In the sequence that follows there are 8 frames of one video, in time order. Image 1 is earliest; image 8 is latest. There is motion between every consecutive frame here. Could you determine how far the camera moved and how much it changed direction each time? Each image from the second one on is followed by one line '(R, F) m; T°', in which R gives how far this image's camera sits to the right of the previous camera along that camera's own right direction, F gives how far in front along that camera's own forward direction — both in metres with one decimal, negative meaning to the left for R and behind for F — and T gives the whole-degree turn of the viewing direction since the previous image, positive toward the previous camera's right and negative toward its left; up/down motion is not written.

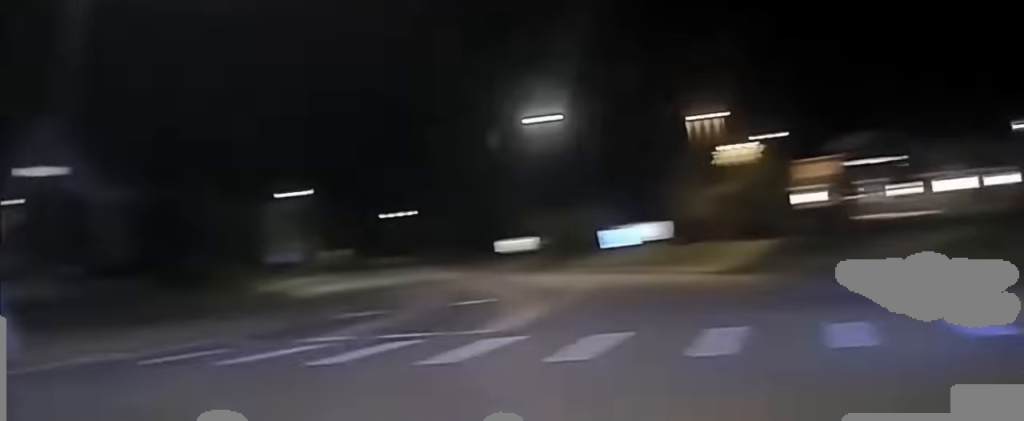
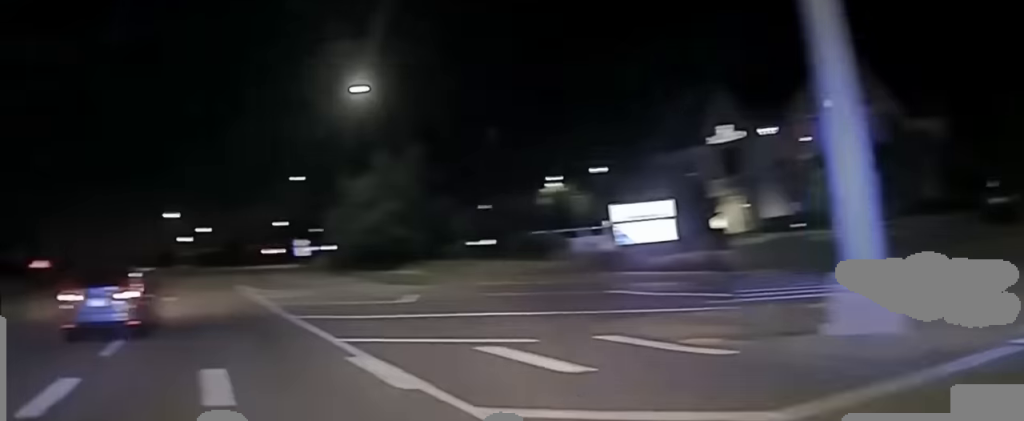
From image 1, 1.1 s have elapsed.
(-3.5, +8.9) m; -28°
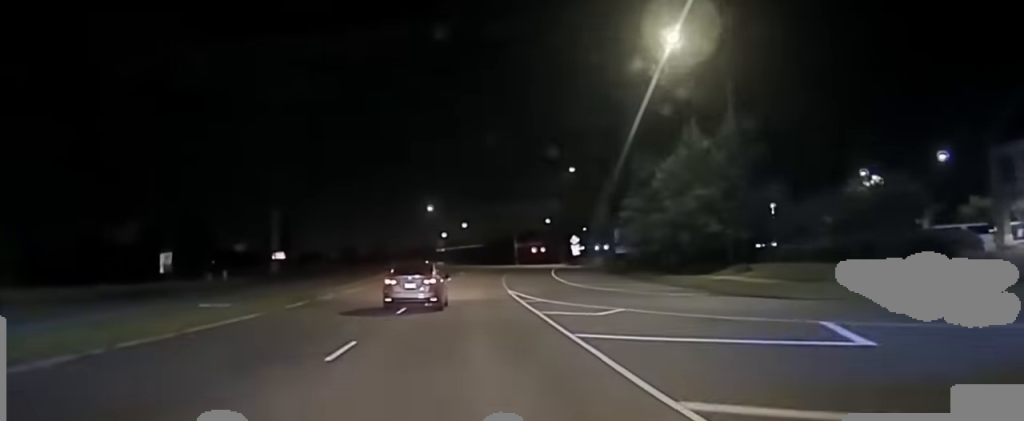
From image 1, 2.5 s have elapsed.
(-1.8, +16.3) m; -9°
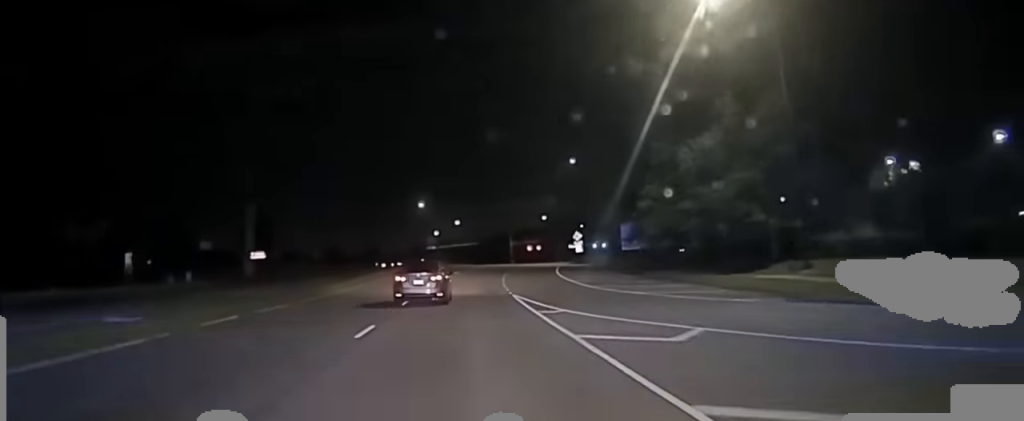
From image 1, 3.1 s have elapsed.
(-0.3, +9.5) m; 0°
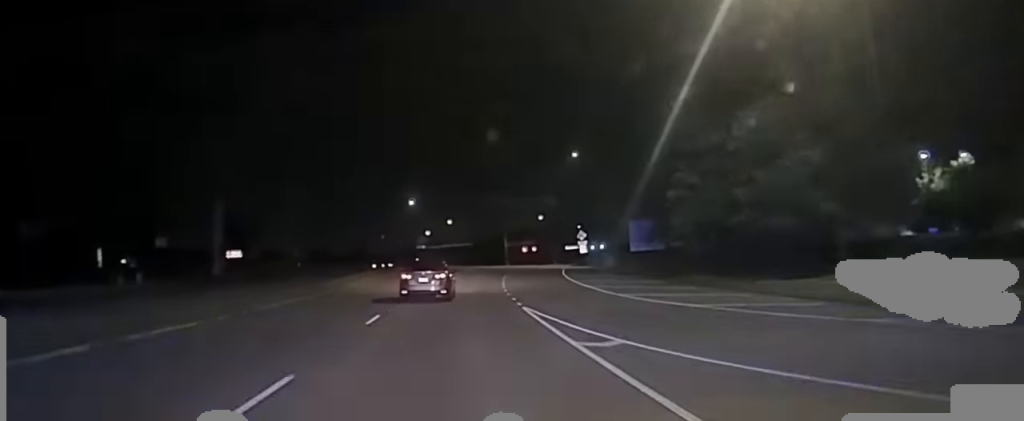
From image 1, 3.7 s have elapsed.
(0.0, +10.0) m; +1°
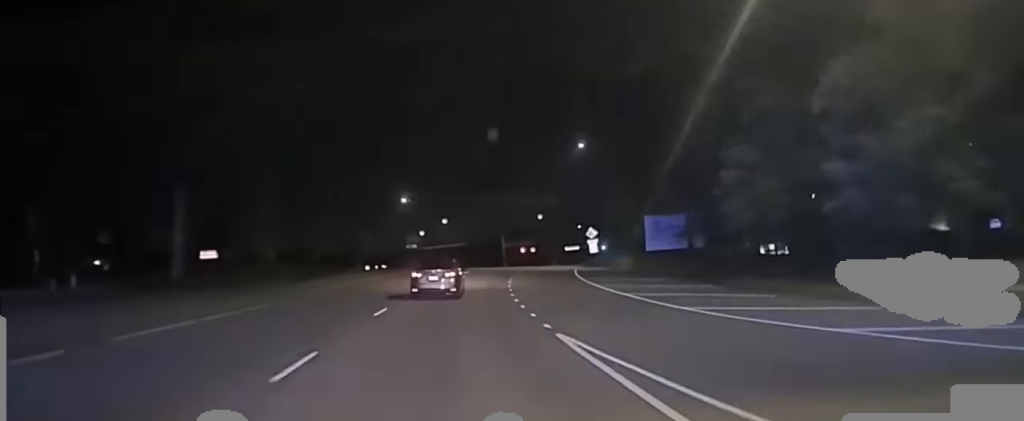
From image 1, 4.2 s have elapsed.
(+0.1, +9.6) m; +2°
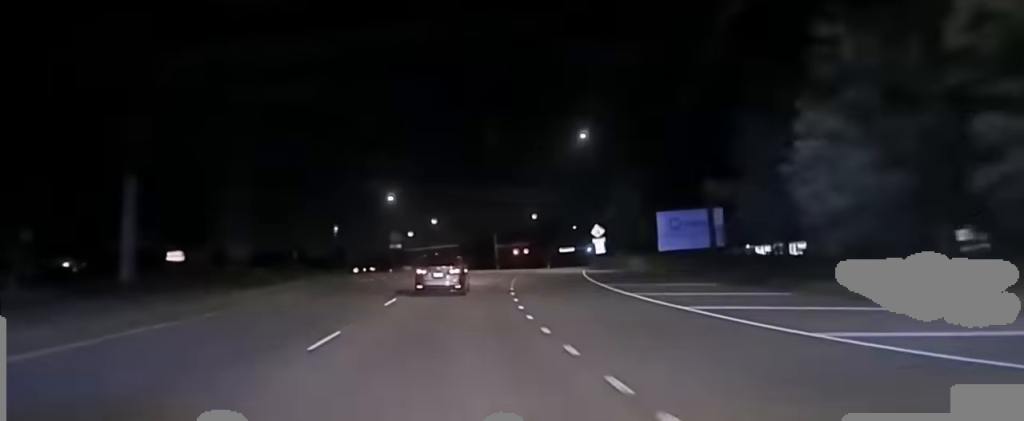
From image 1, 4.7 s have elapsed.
(+0.2, +9.5) m; +1°
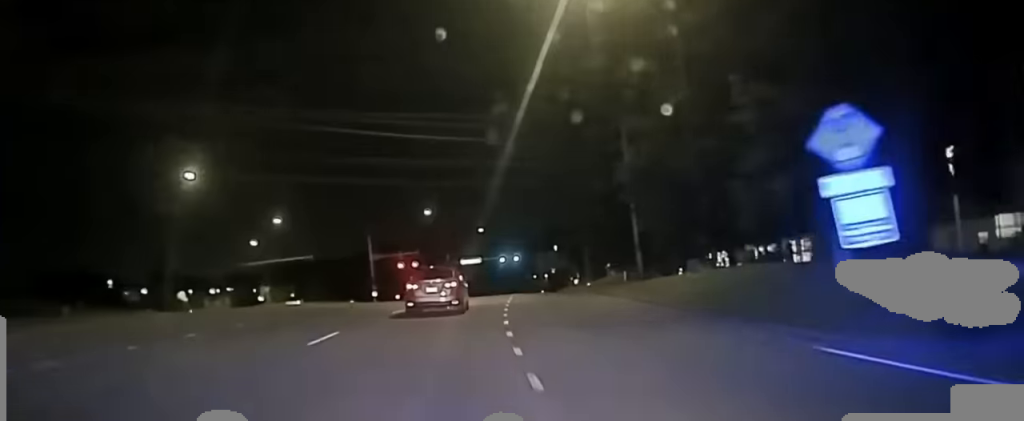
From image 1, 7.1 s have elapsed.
(+3.1, +60.2) m; +6°
